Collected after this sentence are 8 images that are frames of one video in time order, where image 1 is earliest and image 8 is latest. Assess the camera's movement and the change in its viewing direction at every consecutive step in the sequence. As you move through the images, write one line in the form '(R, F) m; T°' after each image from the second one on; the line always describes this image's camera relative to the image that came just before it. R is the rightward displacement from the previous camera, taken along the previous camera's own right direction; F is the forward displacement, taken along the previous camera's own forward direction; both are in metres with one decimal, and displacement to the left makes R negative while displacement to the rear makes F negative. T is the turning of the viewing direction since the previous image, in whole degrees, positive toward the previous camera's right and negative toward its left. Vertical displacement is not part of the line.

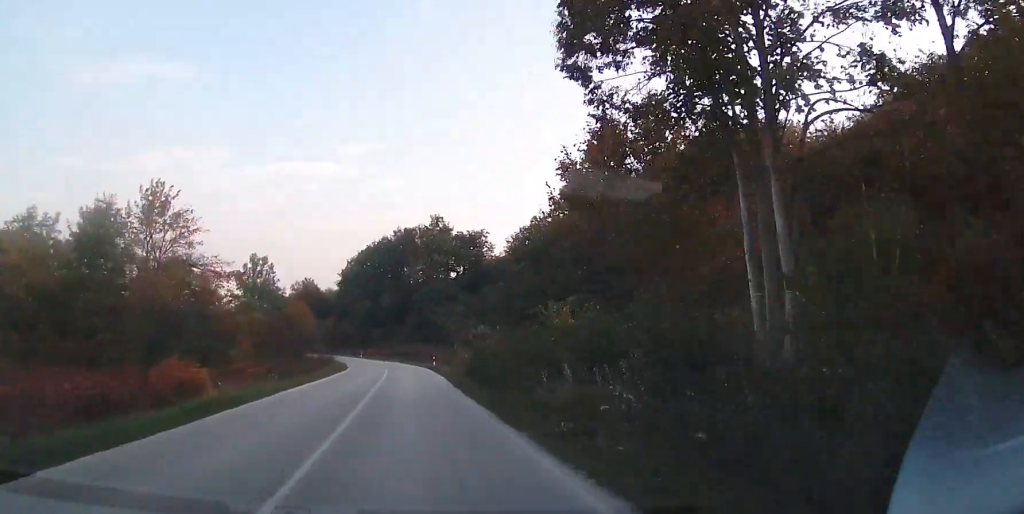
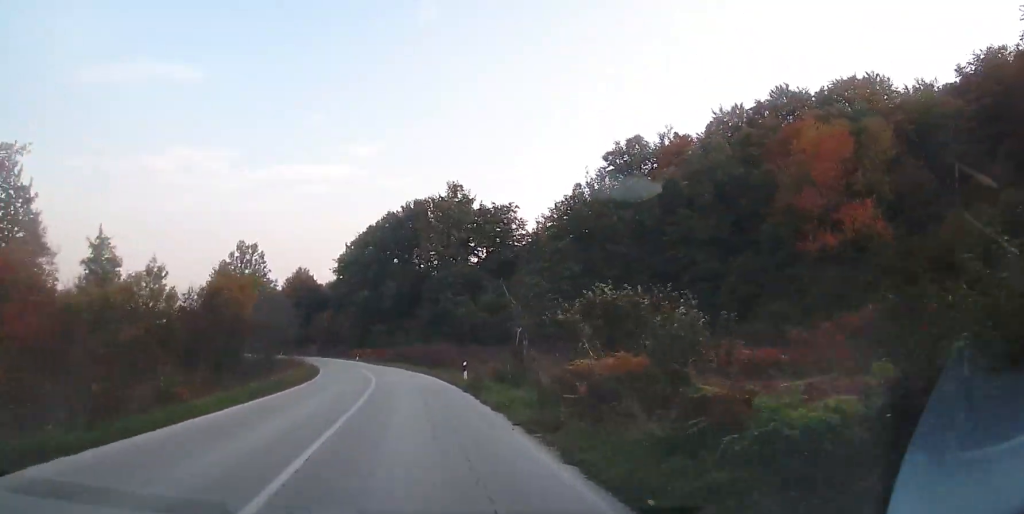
(-0.1, +23.5) m; -2°
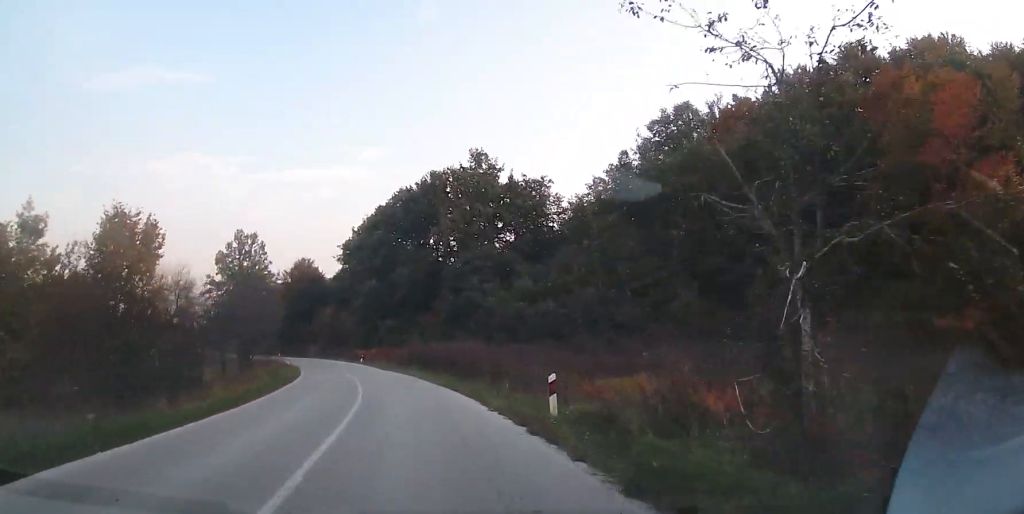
(-0.3, +14.5) m; -2°
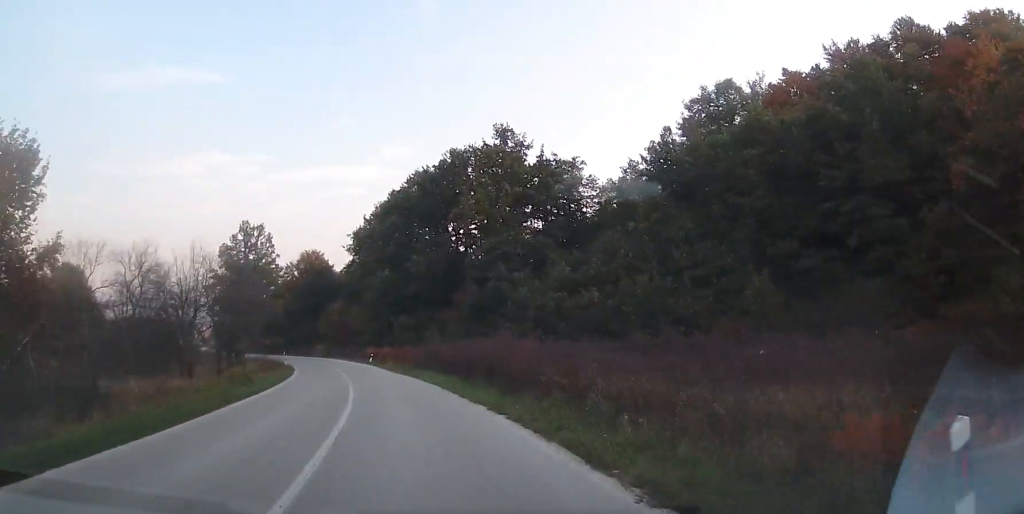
(0.0, +8.7) m; -2°
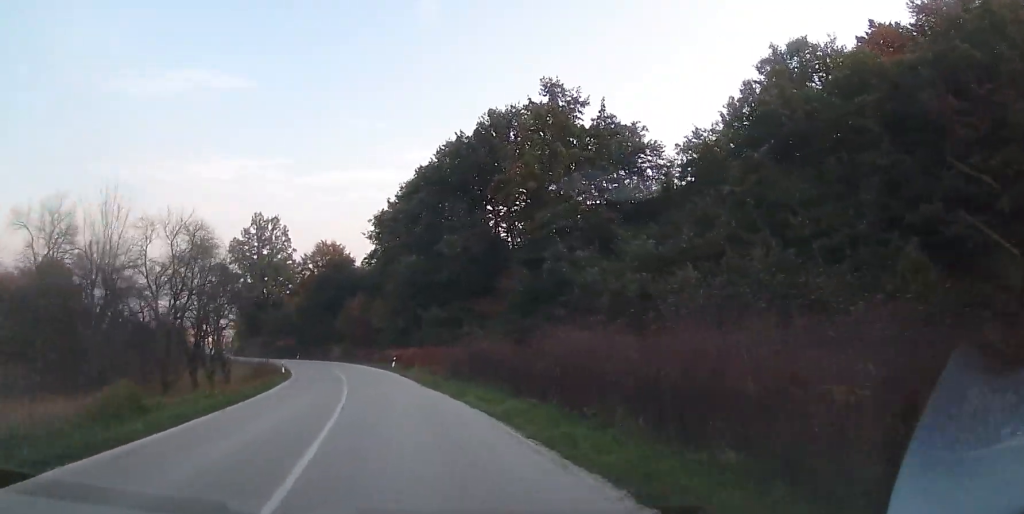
(-0.4, +12.2) m; -3°
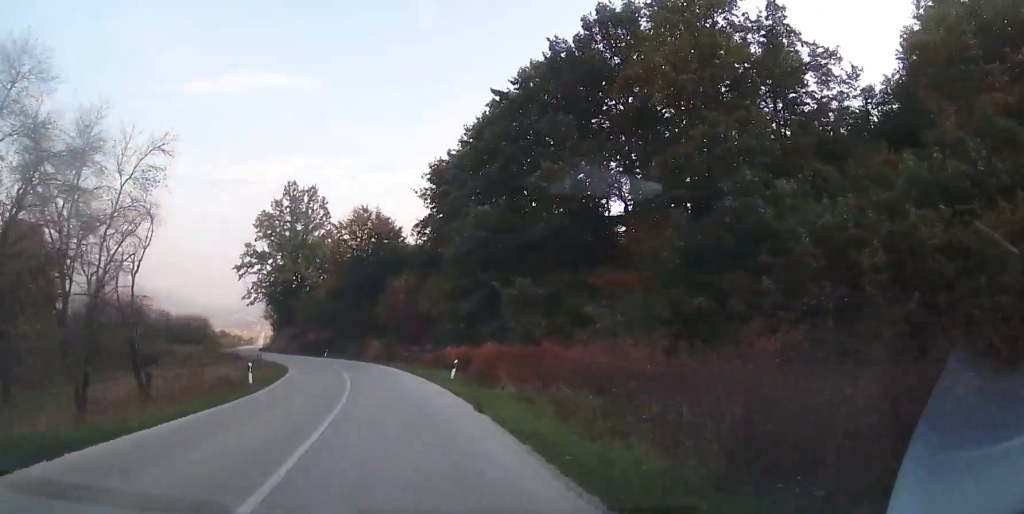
(-0.8, +18.8) m; -5°
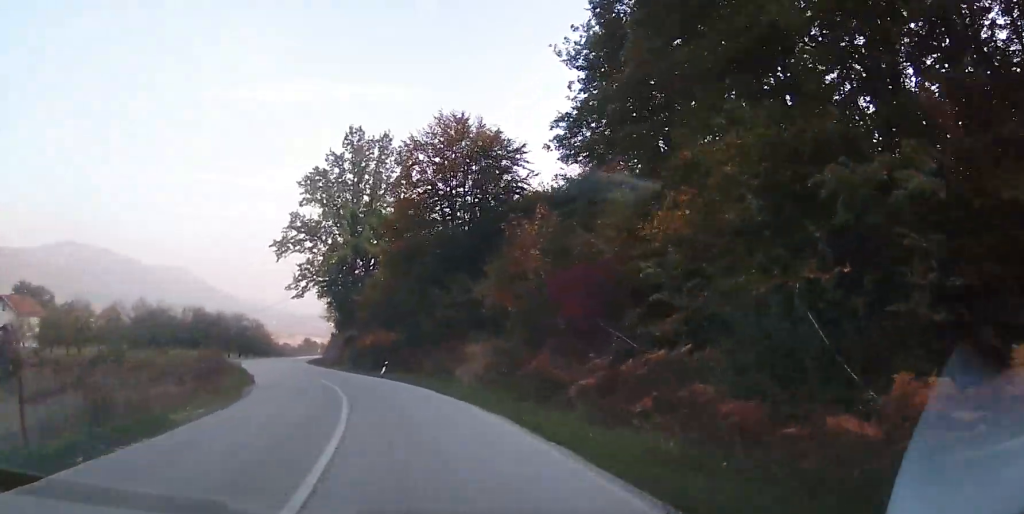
(-1.9, +28.7) m; -9°
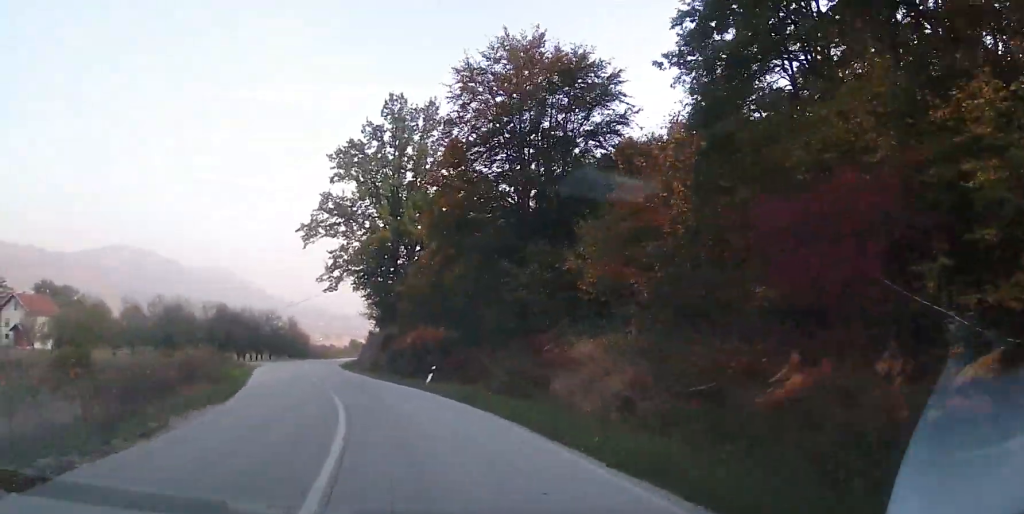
(-0.4, +10.1) m; -5°
